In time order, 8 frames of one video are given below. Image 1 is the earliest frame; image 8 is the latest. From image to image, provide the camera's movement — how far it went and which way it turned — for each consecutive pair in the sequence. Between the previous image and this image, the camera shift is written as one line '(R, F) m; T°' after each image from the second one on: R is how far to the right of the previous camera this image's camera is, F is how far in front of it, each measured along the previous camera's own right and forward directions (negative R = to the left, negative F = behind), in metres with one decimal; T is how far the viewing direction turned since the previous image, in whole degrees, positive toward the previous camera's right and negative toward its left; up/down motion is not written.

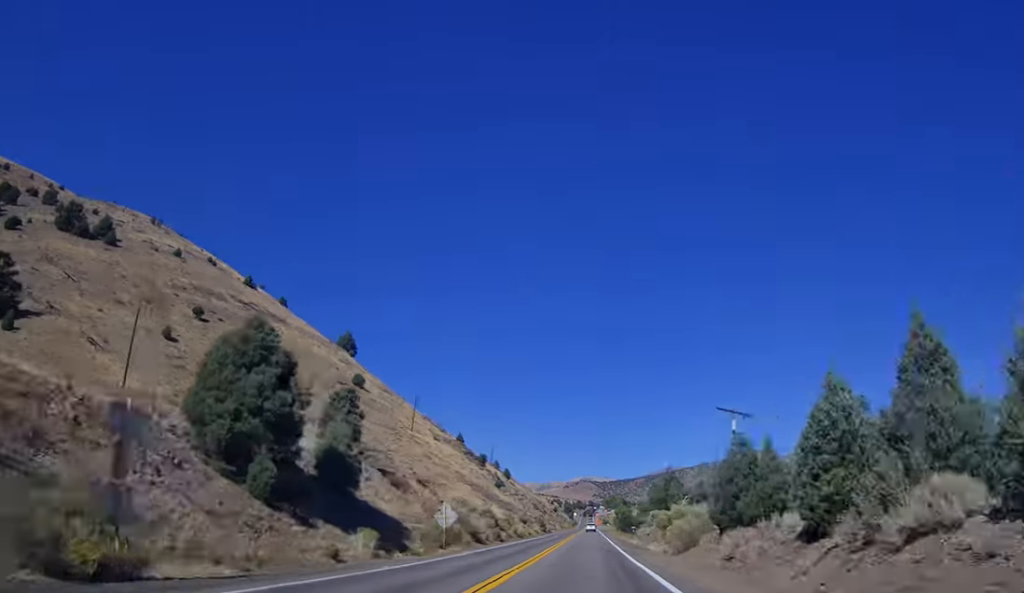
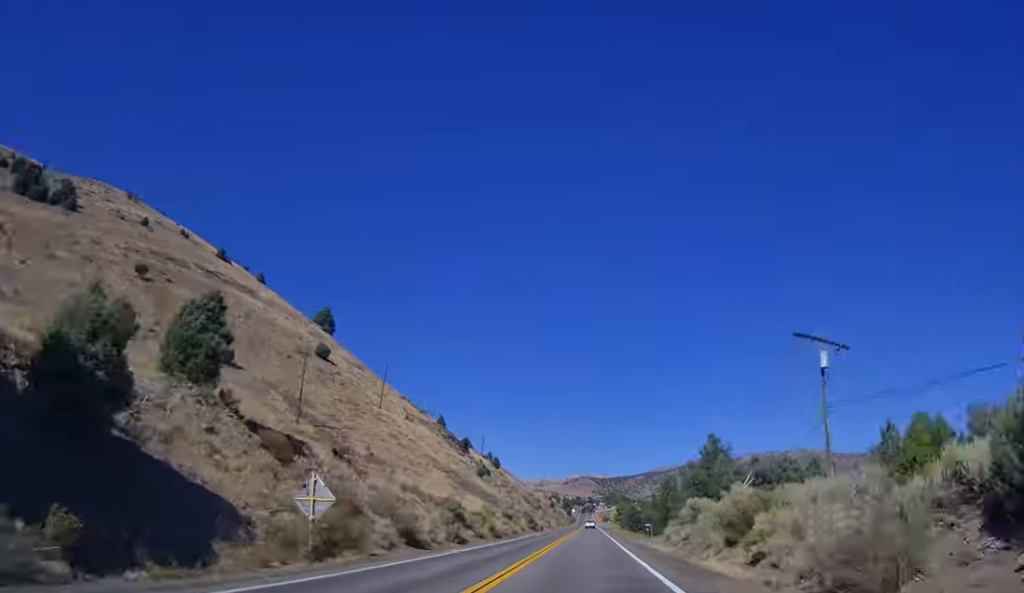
(+0.1, +20.3) m; +1°
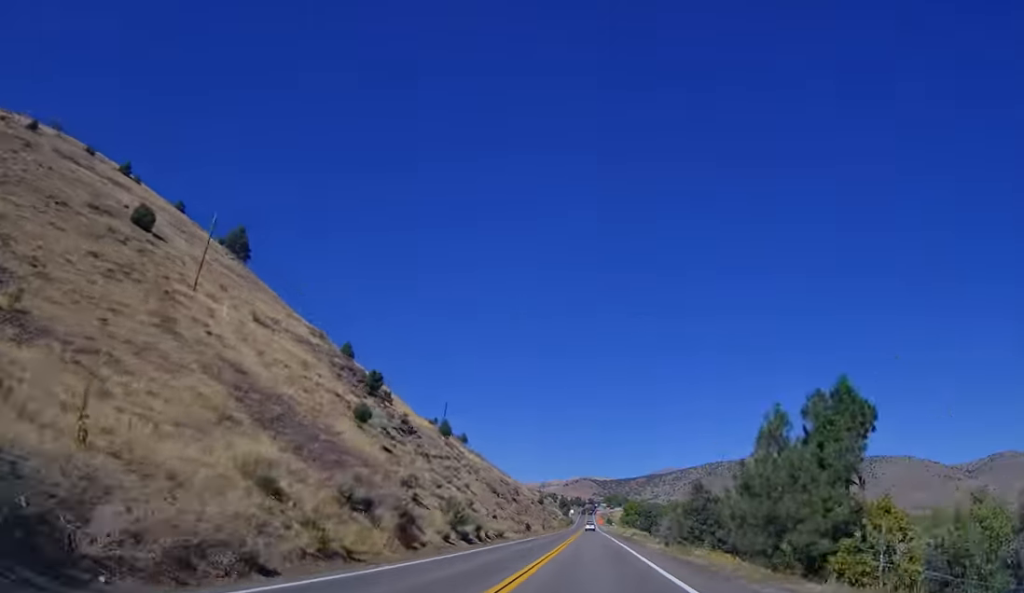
(+0.4, +56.5) m; 0°
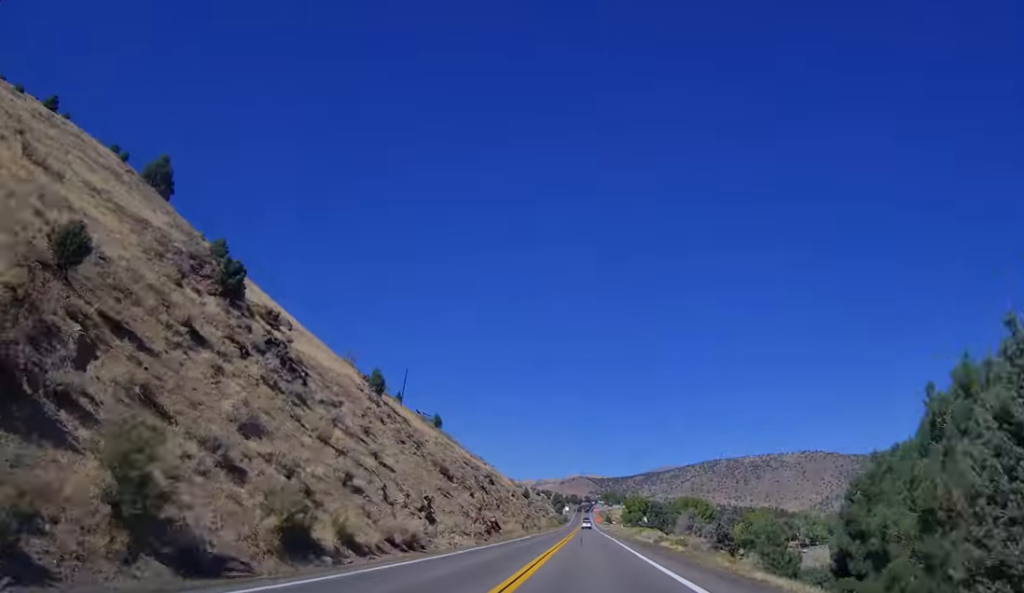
(-0.3, +31.2) m; 0°
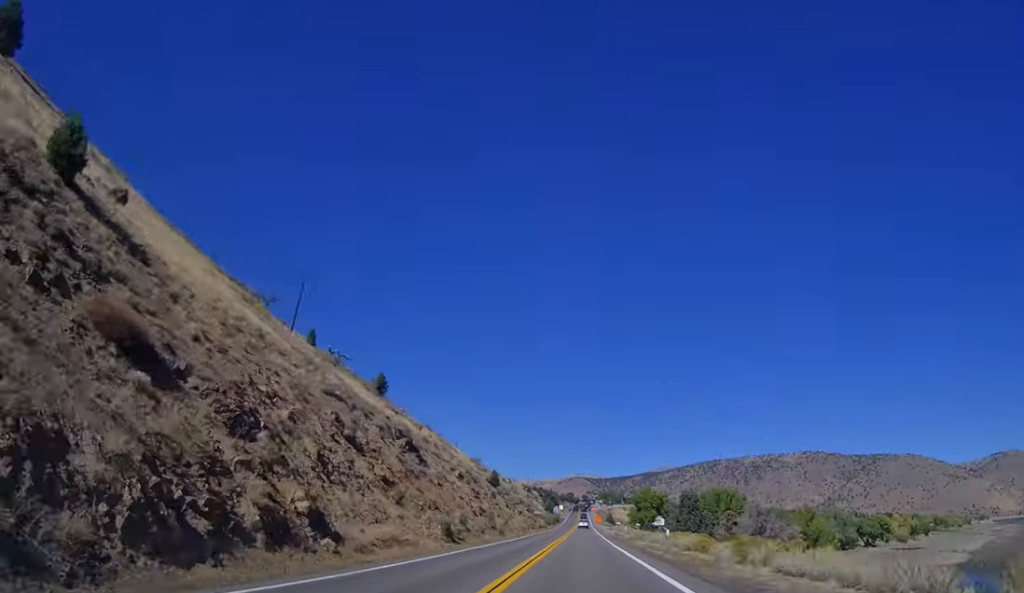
(-0.1, +46.0) m; 0°
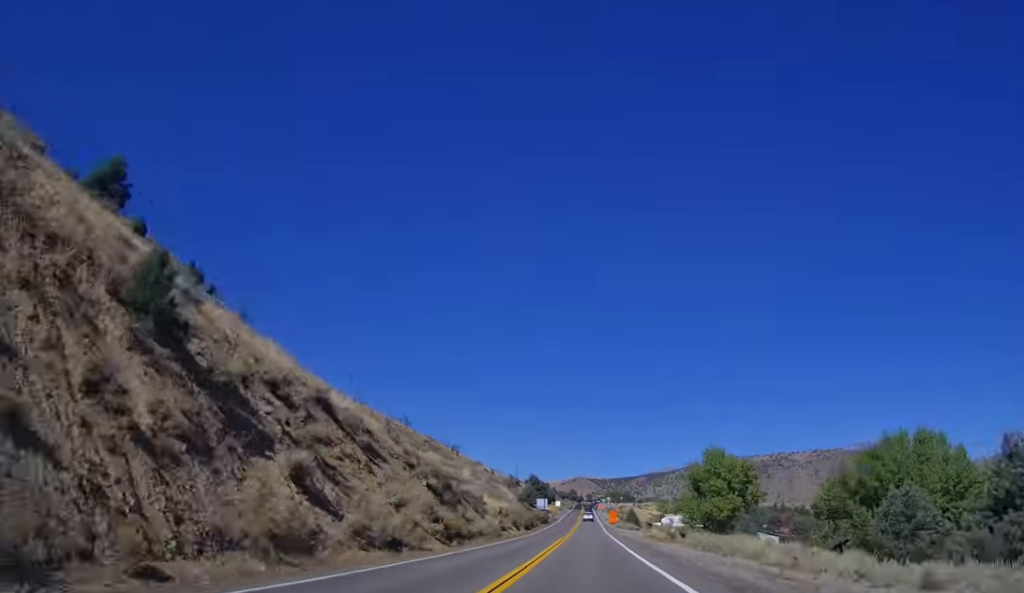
(+0.3, +81.1) m; 0°
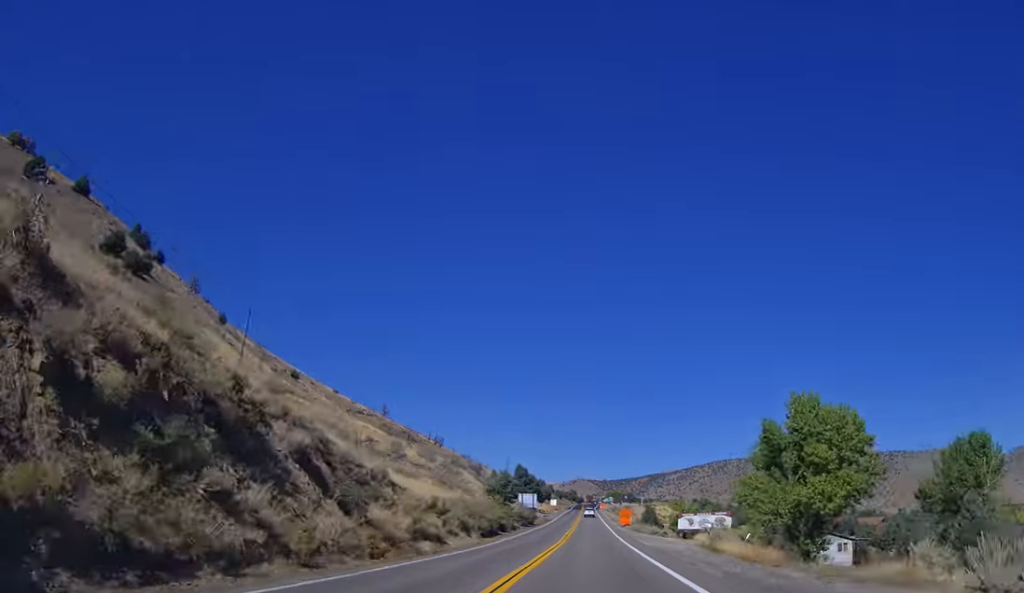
(+0.1, +33.4) m; 0°
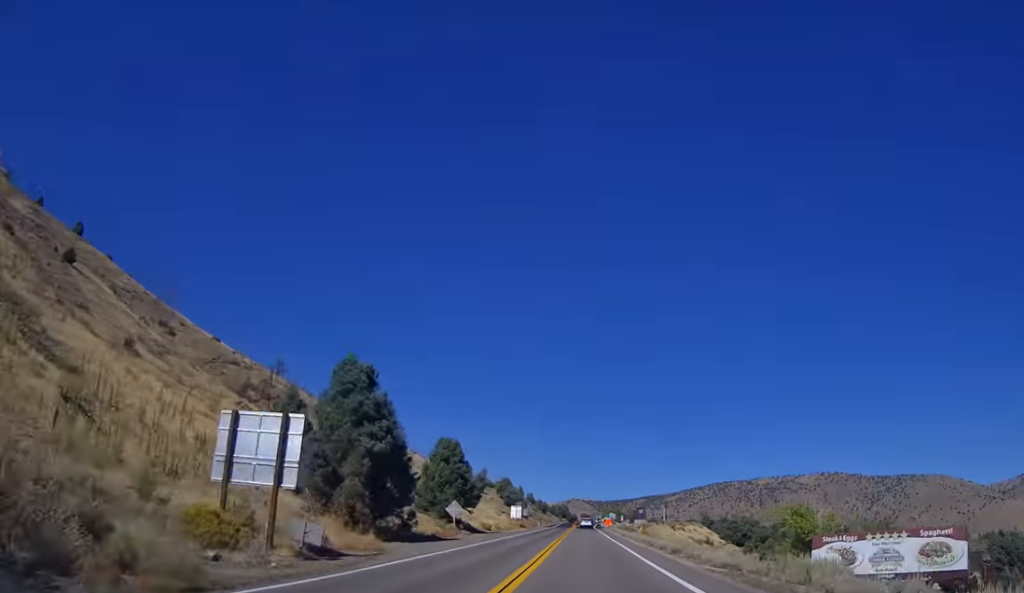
(0.0, +95.9) m; +1°
